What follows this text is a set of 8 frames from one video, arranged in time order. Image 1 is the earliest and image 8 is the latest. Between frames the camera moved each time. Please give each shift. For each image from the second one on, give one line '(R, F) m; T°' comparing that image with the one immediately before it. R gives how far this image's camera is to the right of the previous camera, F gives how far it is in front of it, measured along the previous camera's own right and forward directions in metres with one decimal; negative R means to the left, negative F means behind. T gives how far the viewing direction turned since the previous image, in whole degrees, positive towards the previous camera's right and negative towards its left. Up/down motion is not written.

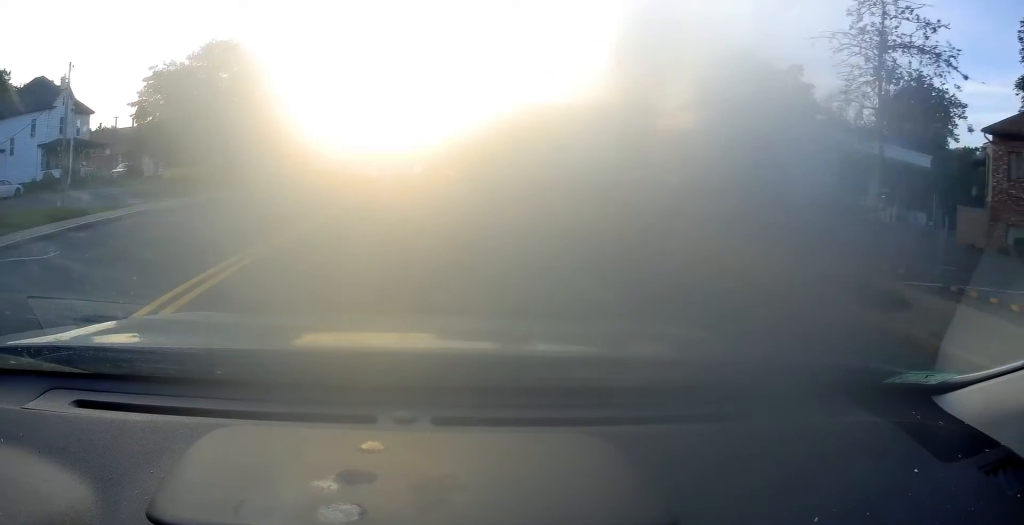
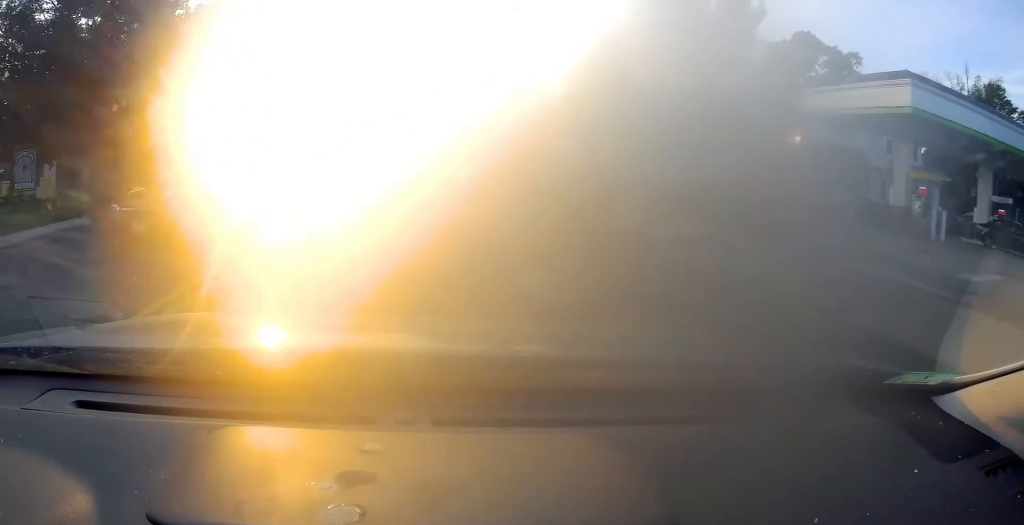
(+0.3, +17.8) m; +2°
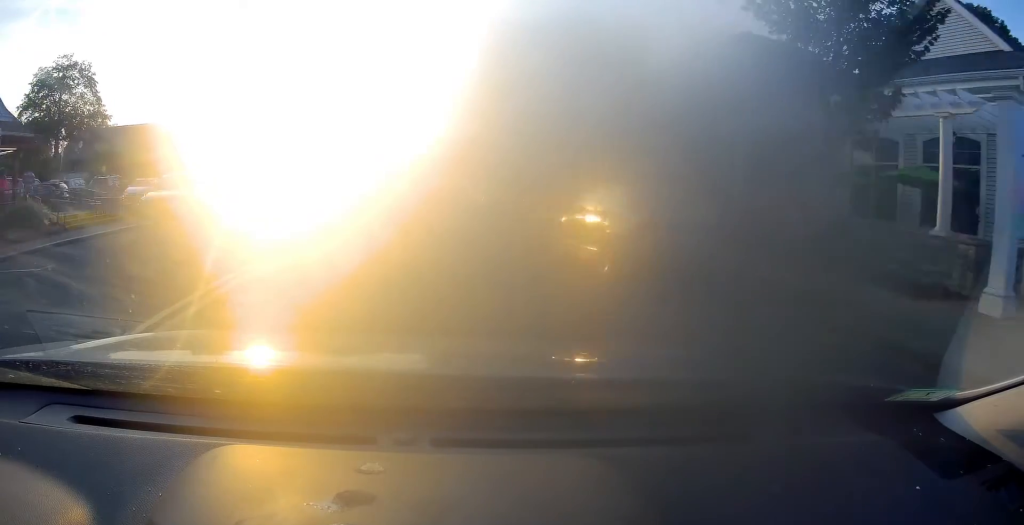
(-0.9, +30.0) m; -1°
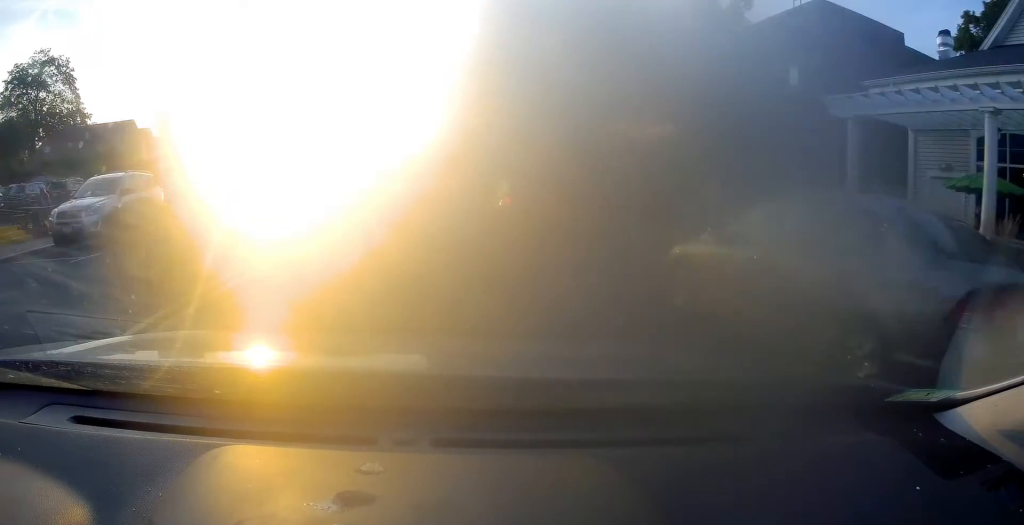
(+0.2, +5.0) m; +1°
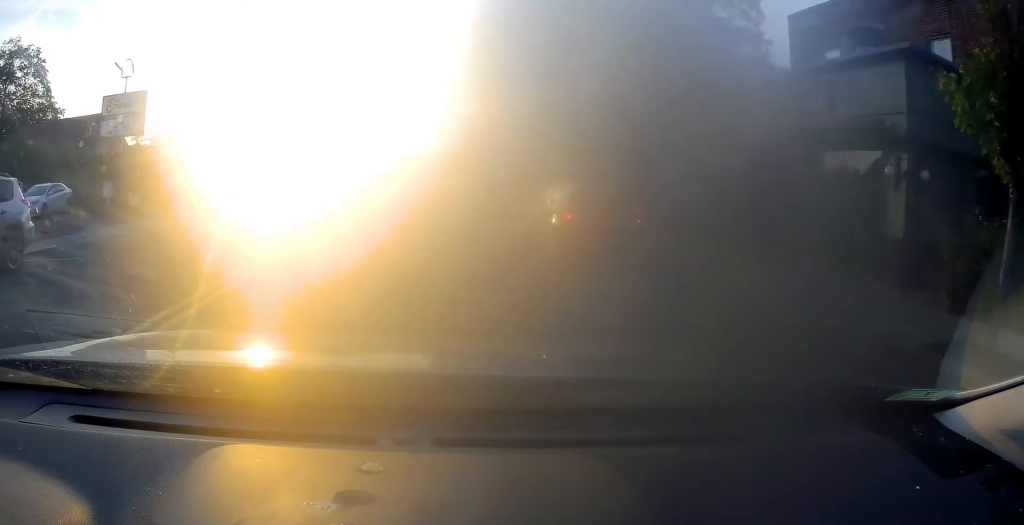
(+0.1, +6.7) m; +1°
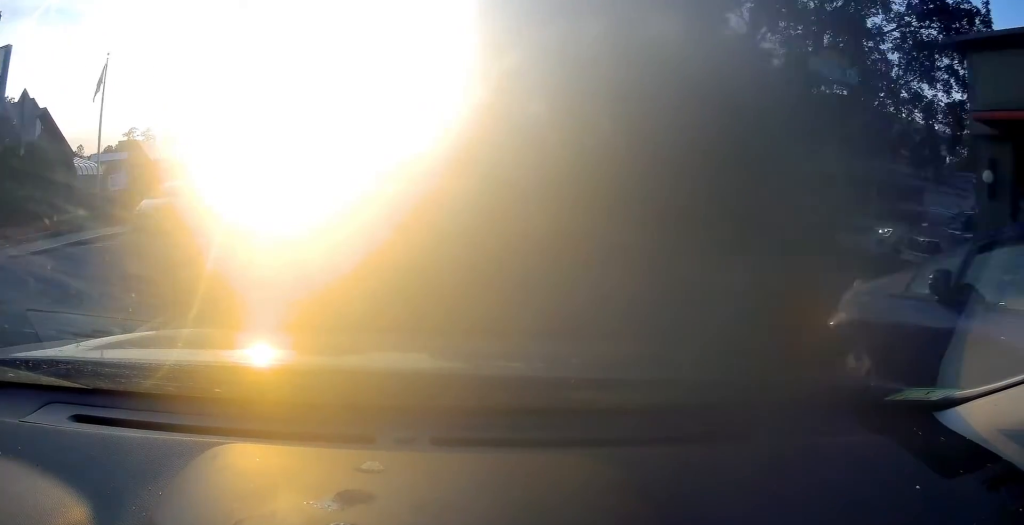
(-0.1, +11.0) m; 0°
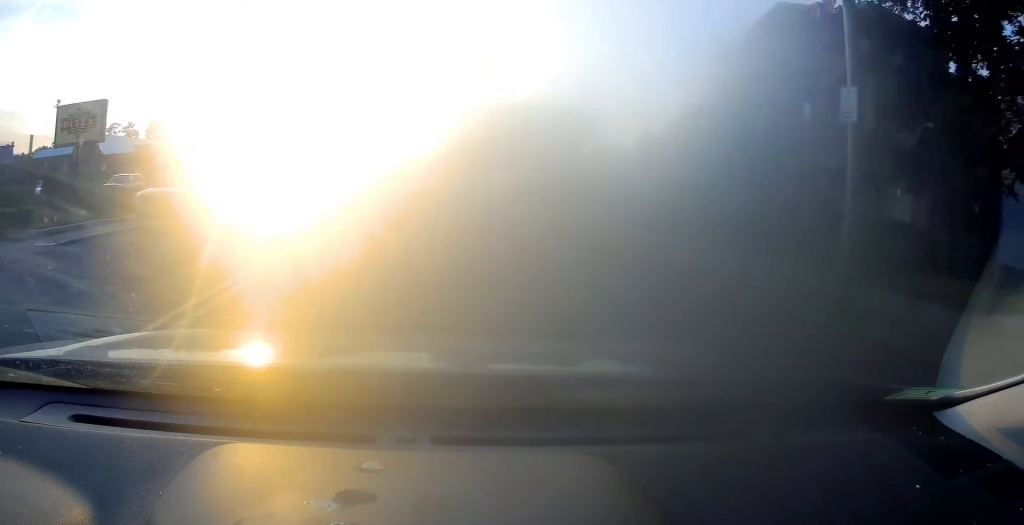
(0.0, +13.8) m; 0°
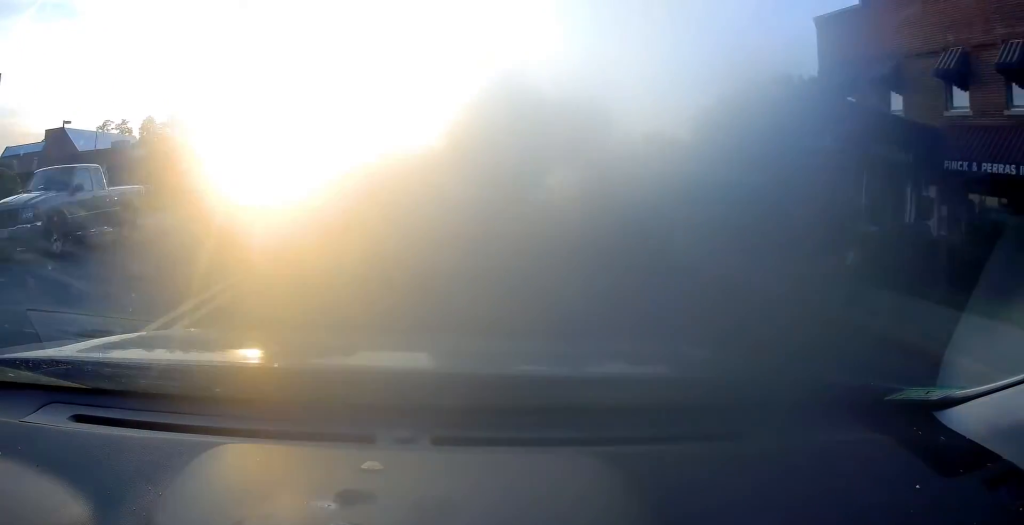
(0.0, +7.0) m; 0°
